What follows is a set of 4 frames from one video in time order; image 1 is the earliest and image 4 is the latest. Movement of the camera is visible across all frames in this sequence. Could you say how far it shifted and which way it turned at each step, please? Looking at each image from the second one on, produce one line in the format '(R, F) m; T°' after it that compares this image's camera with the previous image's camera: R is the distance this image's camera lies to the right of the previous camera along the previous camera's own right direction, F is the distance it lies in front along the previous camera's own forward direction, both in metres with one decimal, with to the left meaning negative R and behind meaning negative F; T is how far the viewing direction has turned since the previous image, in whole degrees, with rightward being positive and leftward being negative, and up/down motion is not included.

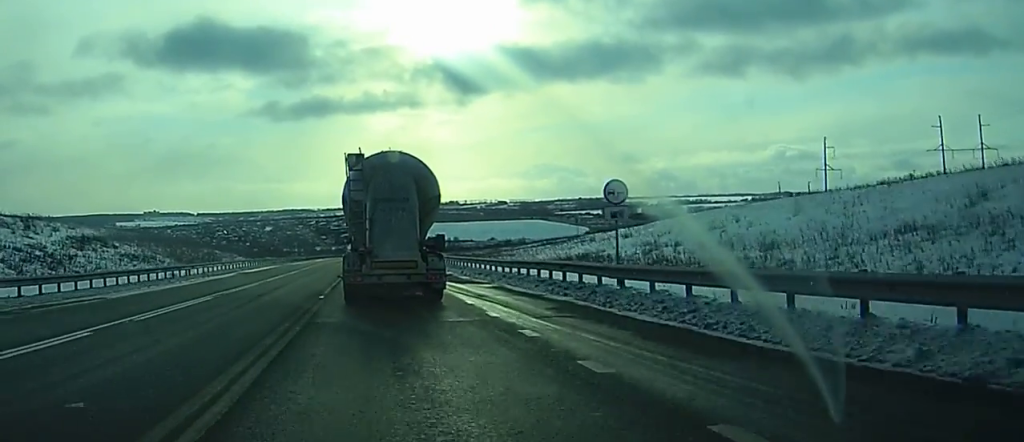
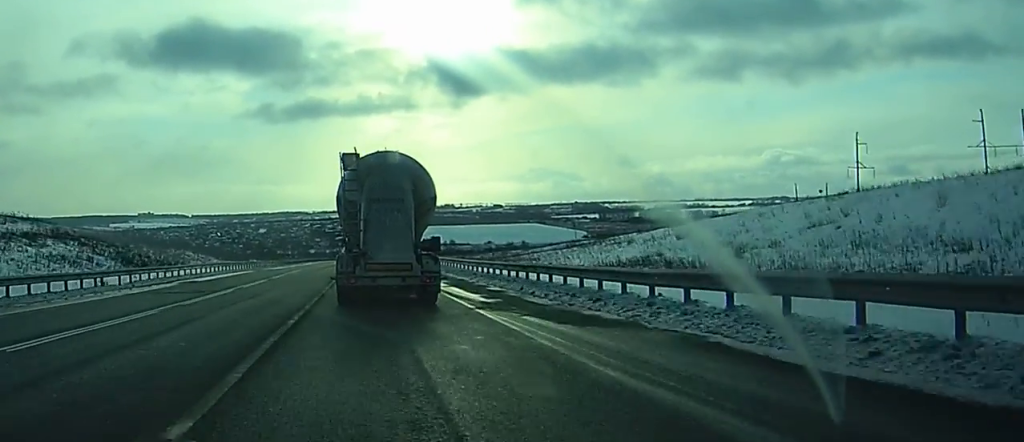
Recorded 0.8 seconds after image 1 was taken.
(0.0, +18.4) m; 0°
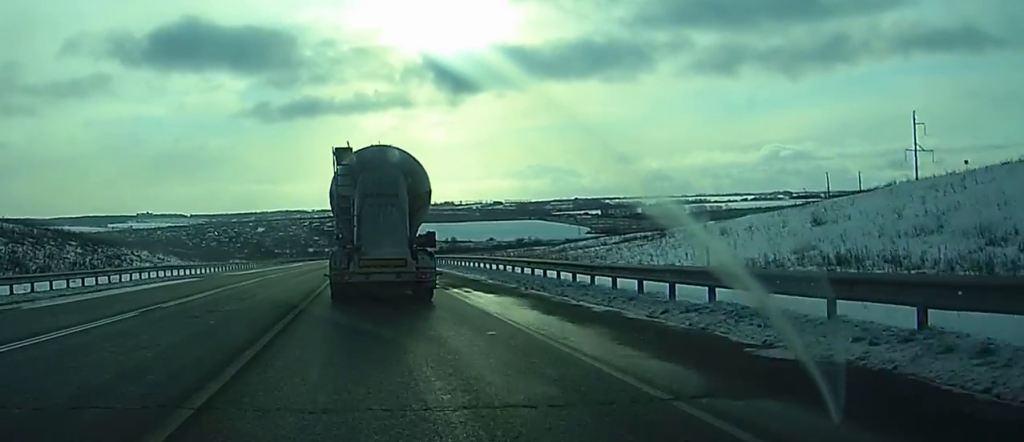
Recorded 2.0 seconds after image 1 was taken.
(-0.1, +25.1) m; 0°
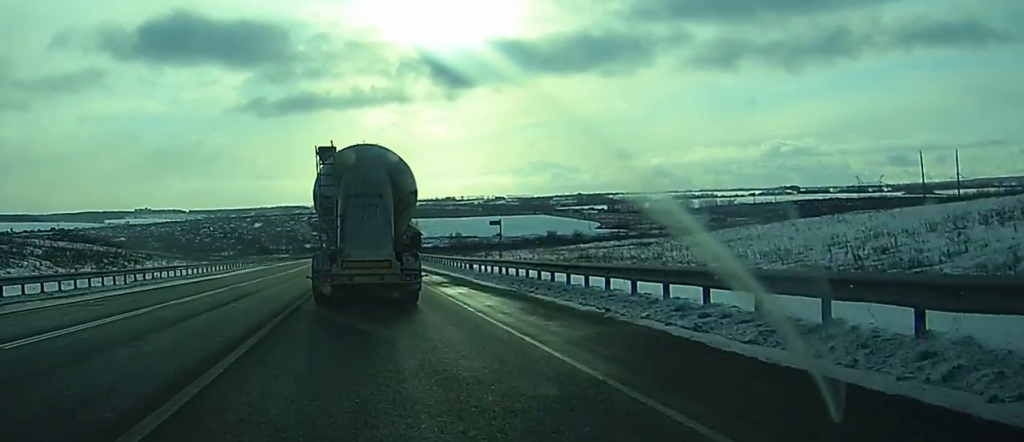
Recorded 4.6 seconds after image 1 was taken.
(+0.3, +57.7) m; +1°
